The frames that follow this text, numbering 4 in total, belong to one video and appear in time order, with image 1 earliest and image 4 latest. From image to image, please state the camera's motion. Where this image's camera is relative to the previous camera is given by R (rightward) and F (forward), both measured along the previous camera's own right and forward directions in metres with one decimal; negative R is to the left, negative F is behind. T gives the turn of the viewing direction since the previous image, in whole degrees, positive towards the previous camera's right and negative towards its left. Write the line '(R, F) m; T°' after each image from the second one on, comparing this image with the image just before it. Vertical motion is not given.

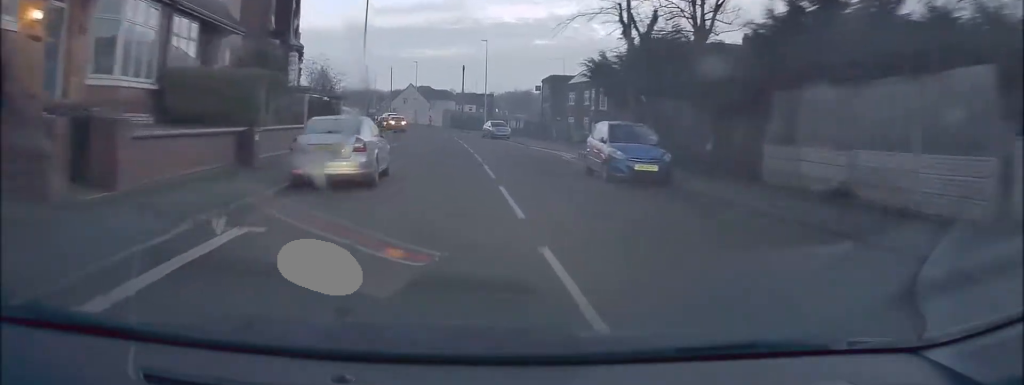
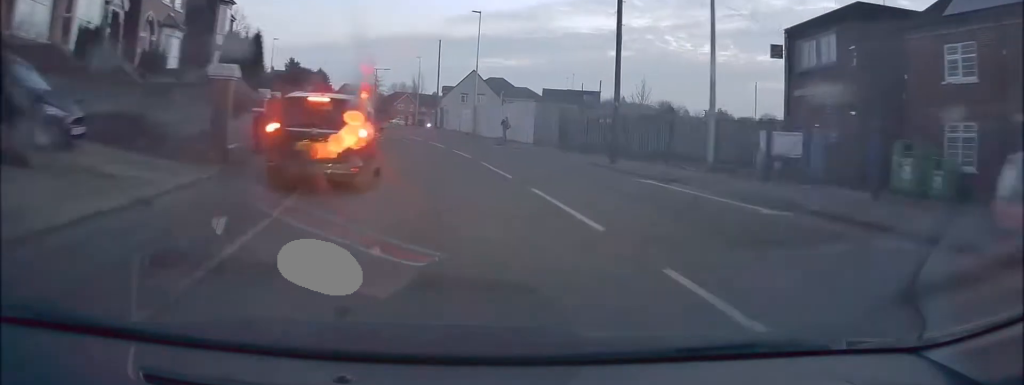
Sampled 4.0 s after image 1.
(-3.0, +49.4) m; -9°
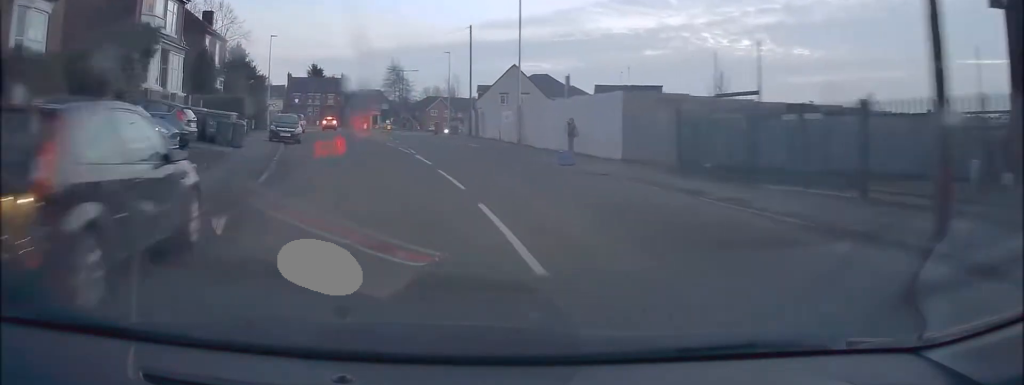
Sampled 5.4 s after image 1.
(-0.3, +15.0) m; -4°
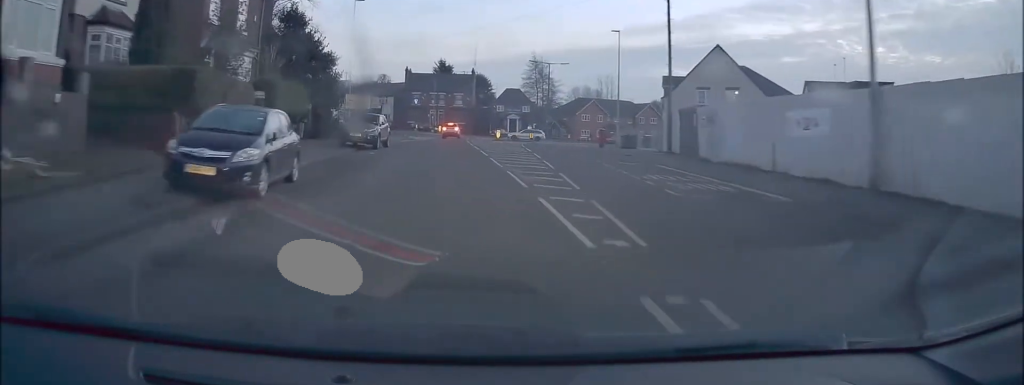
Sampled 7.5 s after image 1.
(-2.4, +23.0) m; -11°
